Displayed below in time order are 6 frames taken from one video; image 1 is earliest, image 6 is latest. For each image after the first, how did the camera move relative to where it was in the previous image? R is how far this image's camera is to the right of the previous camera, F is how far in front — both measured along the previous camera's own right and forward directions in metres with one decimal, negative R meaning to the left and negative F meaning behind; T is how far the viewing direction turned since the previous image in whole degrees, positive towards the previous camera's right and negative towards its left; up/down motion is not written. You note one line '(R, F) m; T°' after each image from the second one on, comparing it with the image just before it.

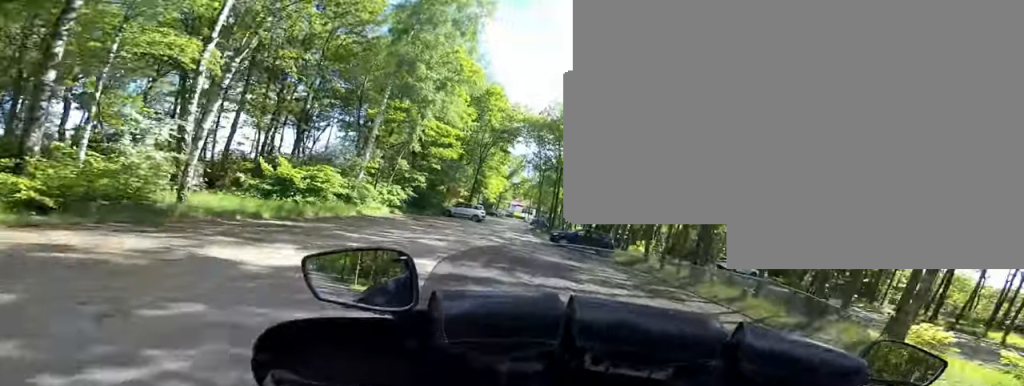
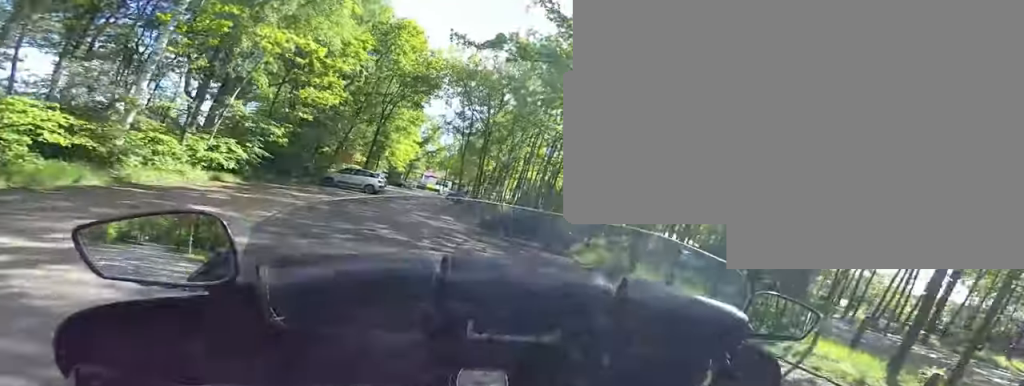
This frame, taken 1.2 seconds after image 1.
(0.0, +7.9) m; 0°
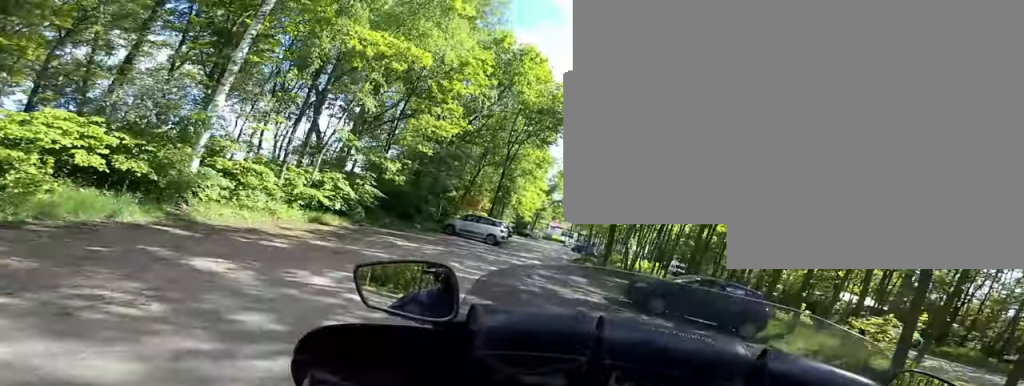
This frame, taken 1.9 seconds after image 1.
(0.0, +4.2) m; 0°
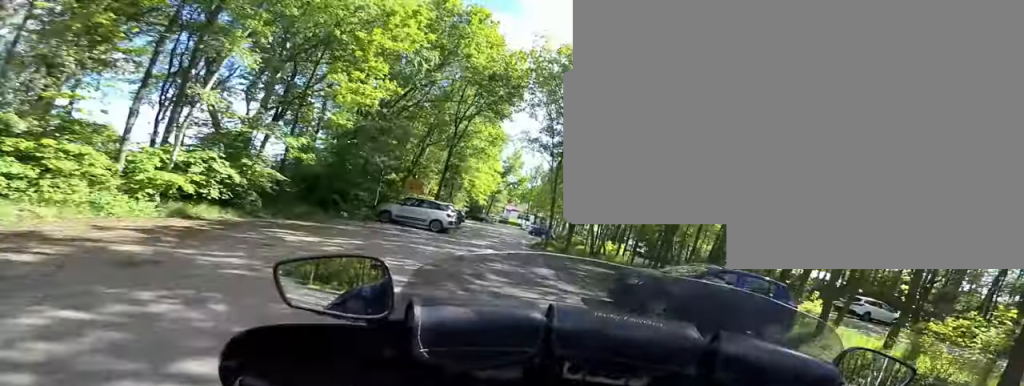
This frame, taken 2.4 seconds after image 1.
(0.0, +3.1) m; +1°
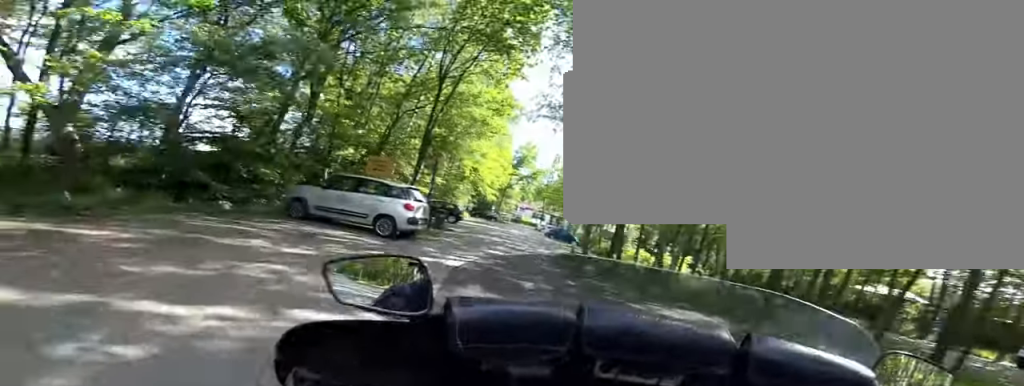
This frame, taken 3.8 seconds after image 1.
(+0.2, +8.3) m; +1°
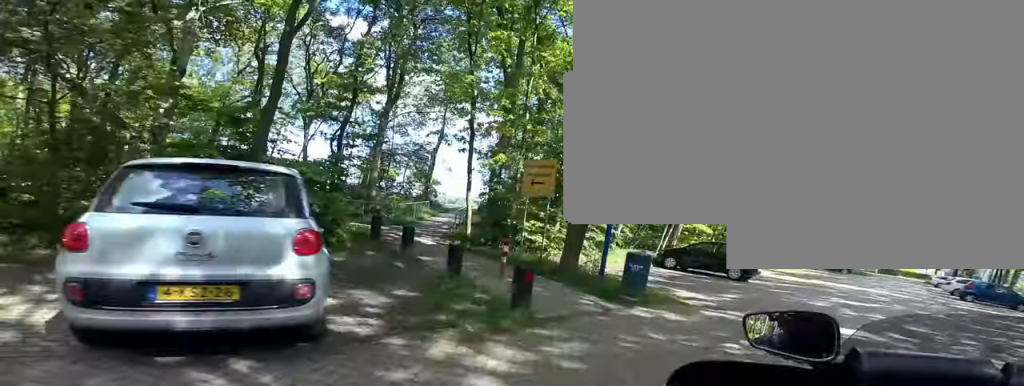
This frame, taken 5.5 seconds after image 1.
(-0.7, +10.5) m; -8°
